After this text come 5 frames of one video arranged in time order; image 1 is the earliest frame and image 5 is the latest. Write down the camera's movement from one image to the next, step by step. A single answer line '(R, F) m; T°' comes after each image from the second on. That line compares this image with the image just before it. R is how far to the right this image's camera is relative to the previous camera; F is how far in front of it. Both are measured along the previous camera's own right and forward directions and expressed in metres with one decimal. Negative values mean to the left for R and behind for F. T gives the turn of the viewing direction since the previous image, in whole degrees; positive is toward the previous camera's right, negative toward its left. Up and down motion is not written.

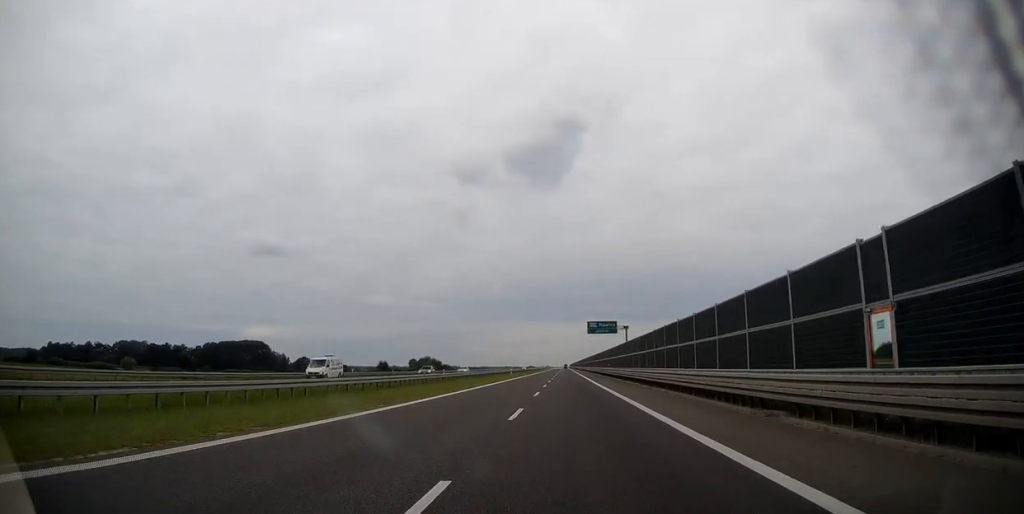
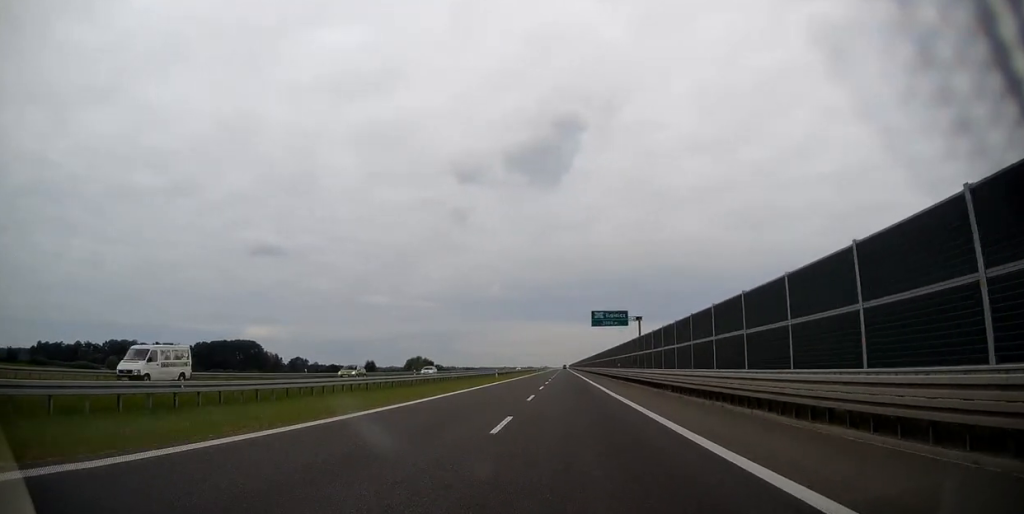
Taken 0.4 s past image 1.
(0.0, +15.0) m; 0°
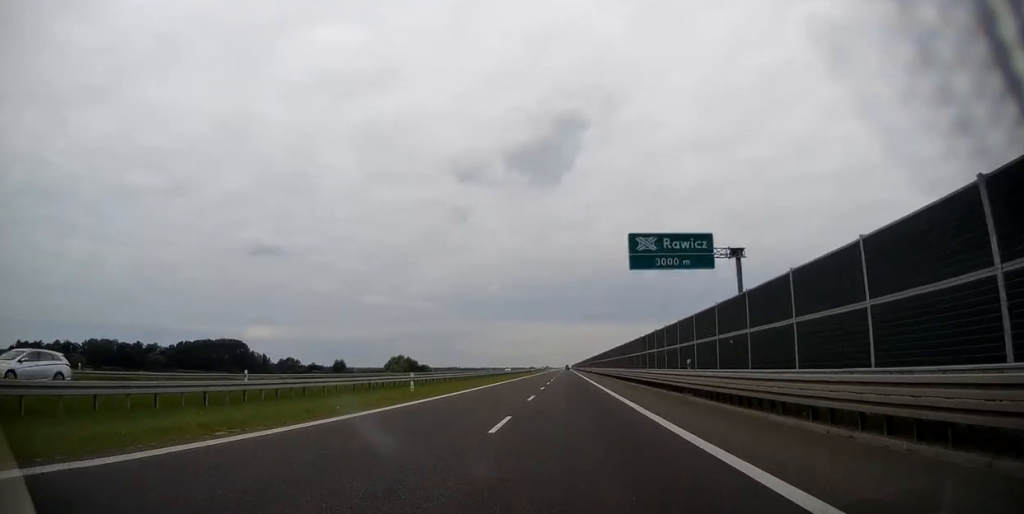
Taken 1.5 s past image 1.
(+0.2, +35.8) m; 0°
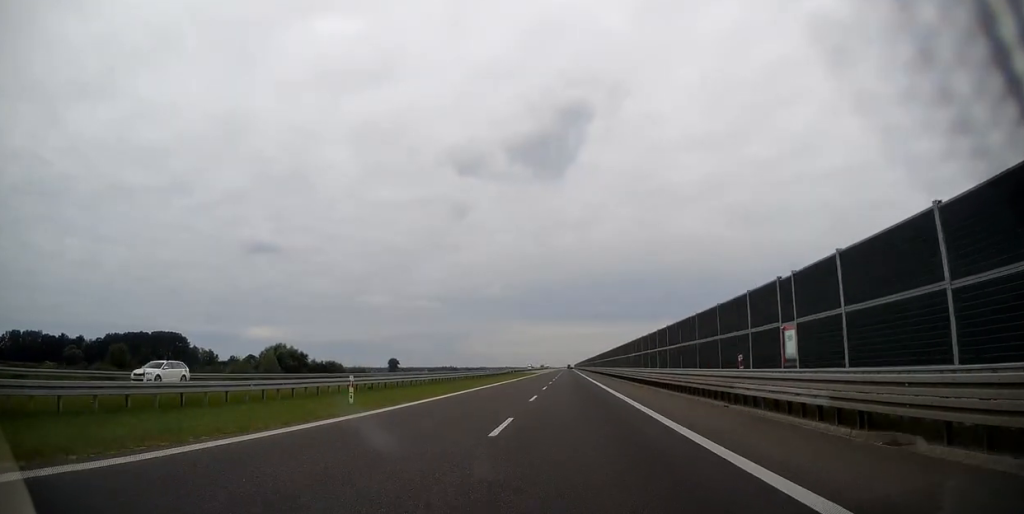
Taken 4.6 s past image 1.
(-0.3, +108.7) m; 0°
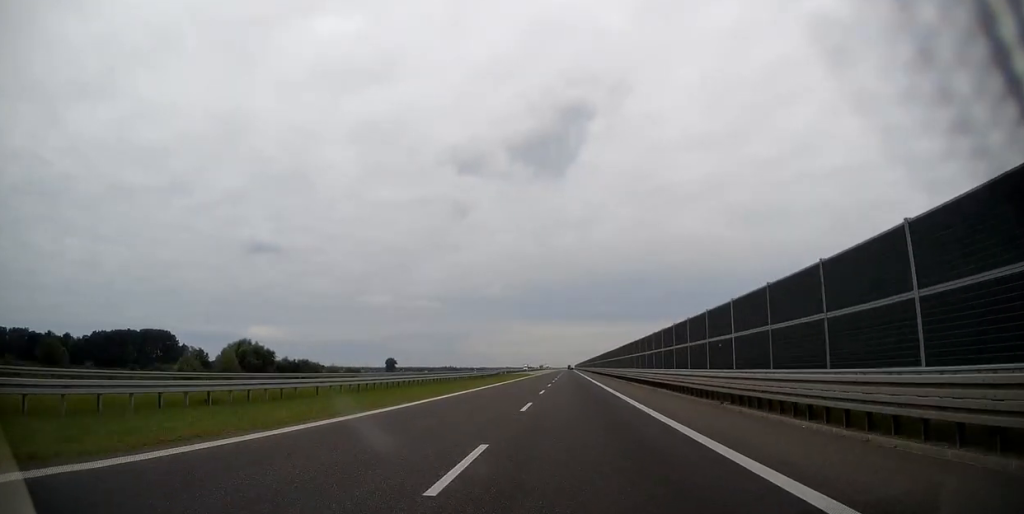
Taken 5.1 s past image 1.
(0.0, +17.3) m; 0°
